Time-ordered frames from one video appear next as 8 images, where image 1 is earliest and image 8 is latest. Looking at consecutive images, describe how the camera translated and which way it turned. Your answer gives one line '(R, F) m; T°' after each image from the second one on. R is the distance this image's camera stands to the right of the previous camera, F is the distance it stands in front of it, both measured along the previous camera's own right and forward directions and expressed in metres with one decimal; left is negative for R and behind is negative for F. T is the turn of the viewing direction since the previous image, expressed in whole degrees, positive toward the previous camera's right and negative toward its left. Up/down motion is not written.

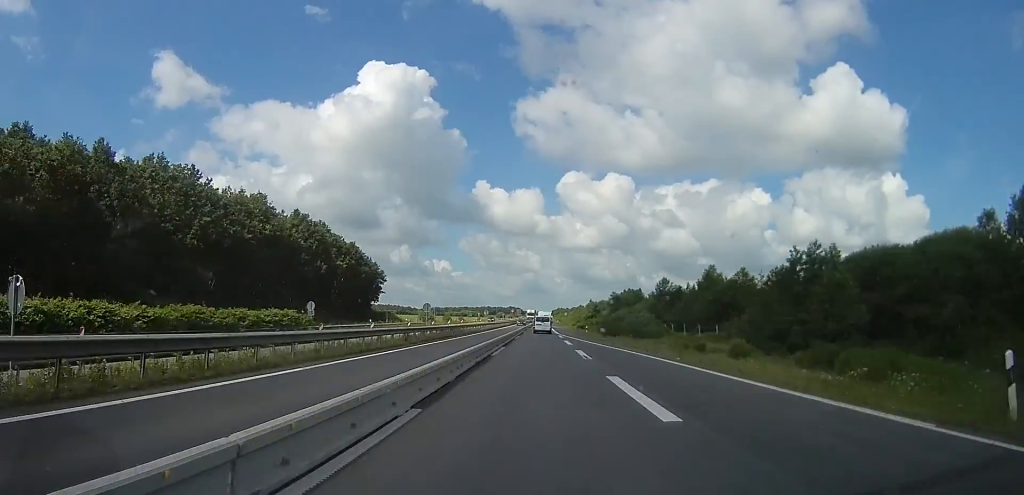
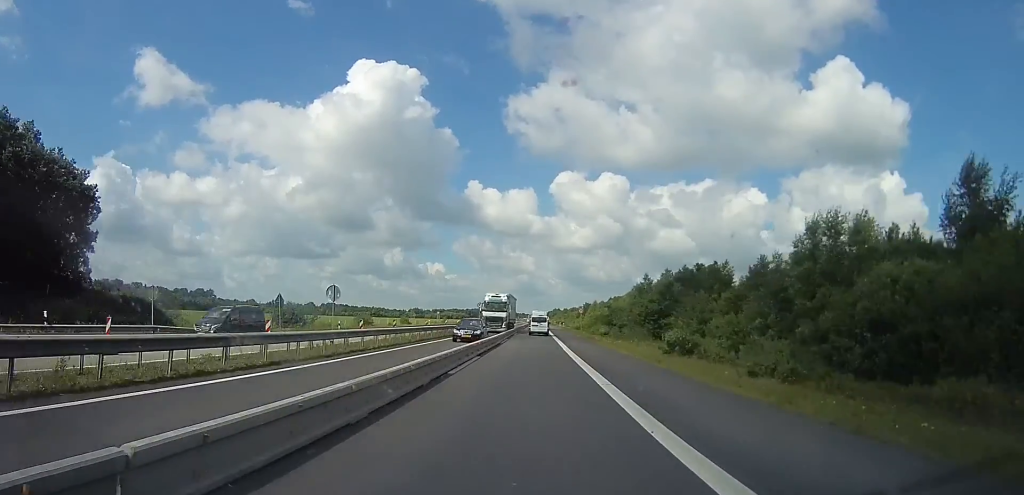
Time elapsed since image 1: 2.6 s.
(-0.1, +61.2) m; +1°
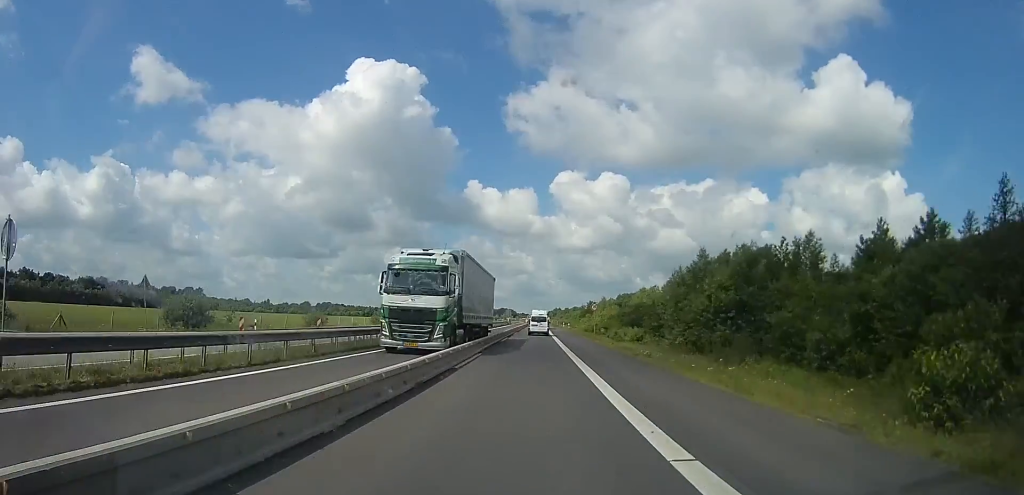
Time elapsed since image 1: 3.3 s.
(-0.1, +16.8) m; +2°
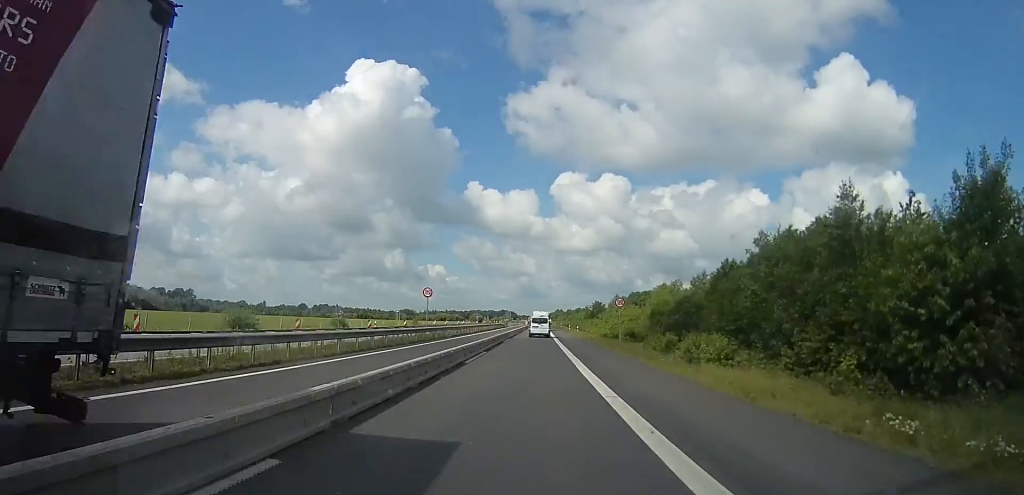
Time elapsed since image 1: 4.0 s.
(+1.1, +15.7) m; 0°
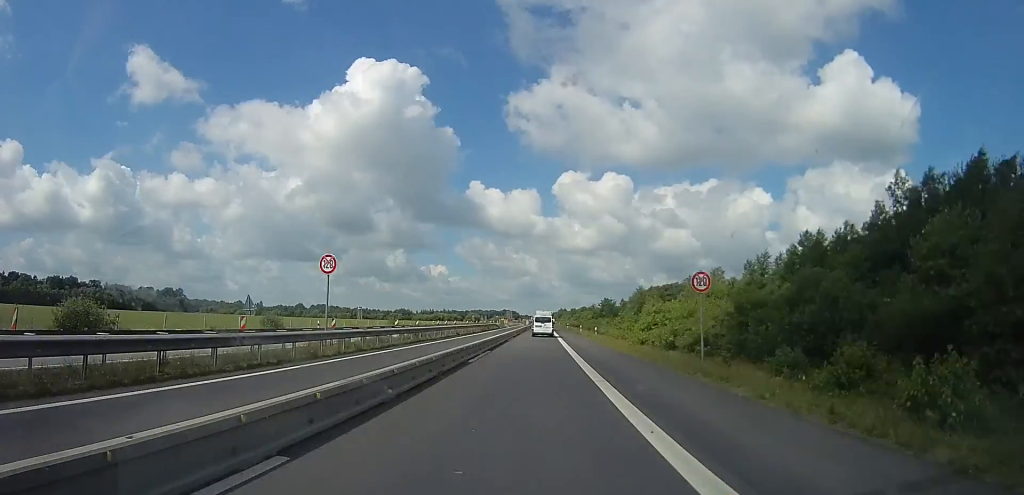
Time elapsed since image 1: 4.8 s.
(-0.7, +17.8) m; -3°
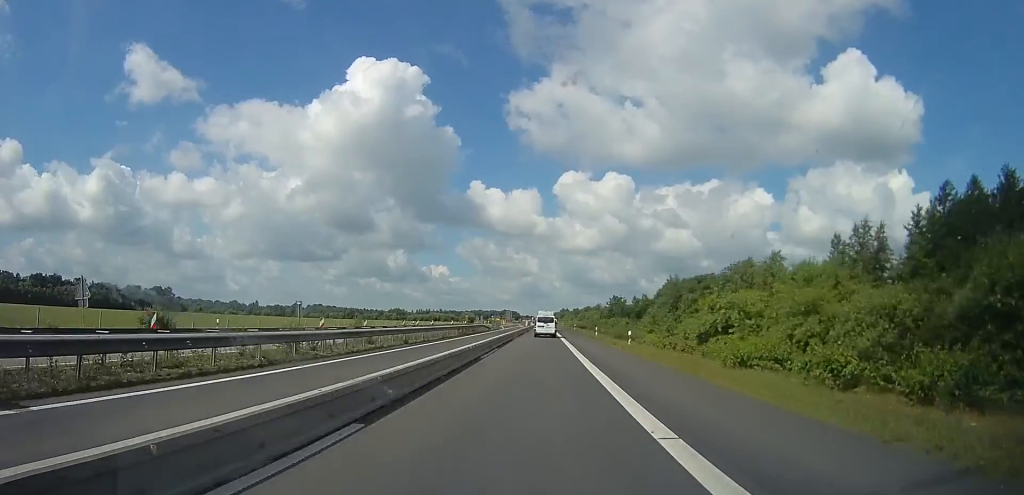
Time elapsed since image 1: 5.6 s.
(-0.4, +16.2) m; -2°
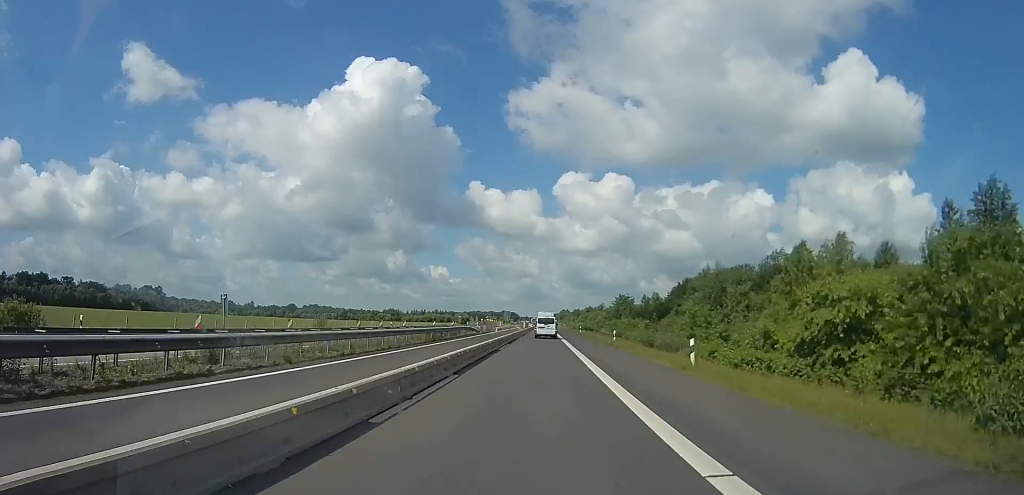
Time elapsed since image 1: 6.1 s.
(-0.1, +11.7) m; 0°
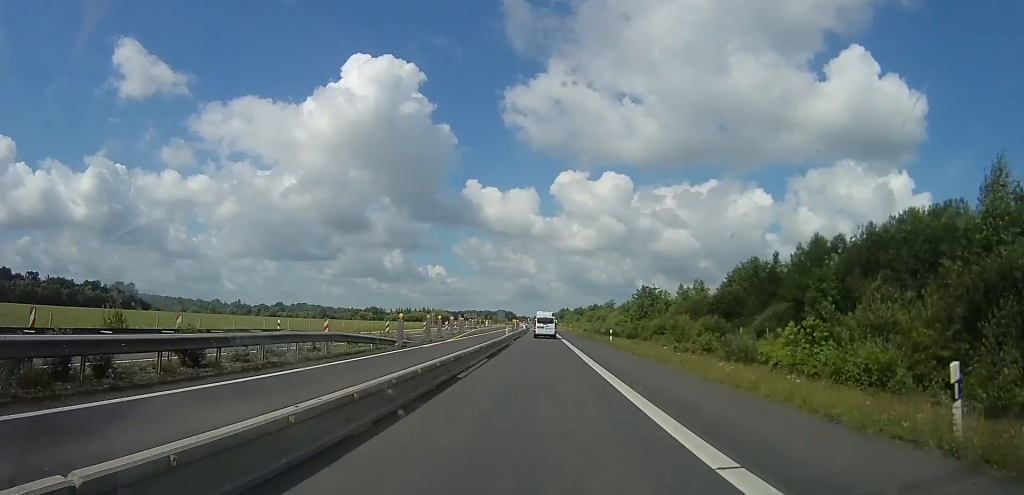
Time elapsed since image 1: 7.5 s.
(+0.1, +30.4) m; 0°
